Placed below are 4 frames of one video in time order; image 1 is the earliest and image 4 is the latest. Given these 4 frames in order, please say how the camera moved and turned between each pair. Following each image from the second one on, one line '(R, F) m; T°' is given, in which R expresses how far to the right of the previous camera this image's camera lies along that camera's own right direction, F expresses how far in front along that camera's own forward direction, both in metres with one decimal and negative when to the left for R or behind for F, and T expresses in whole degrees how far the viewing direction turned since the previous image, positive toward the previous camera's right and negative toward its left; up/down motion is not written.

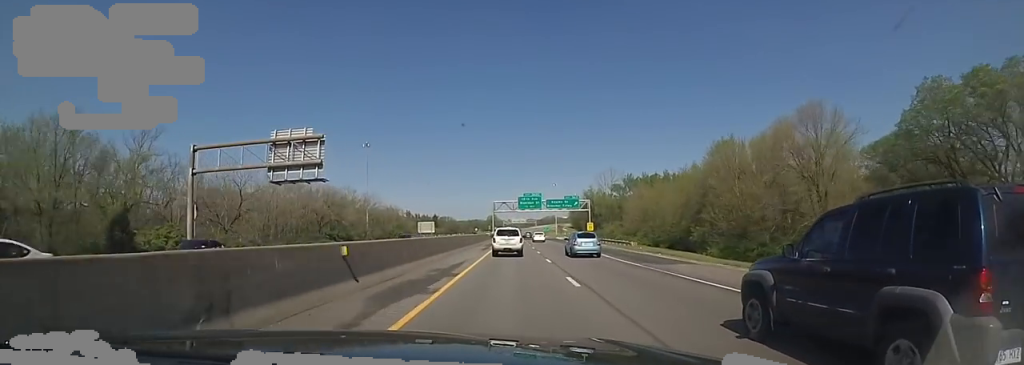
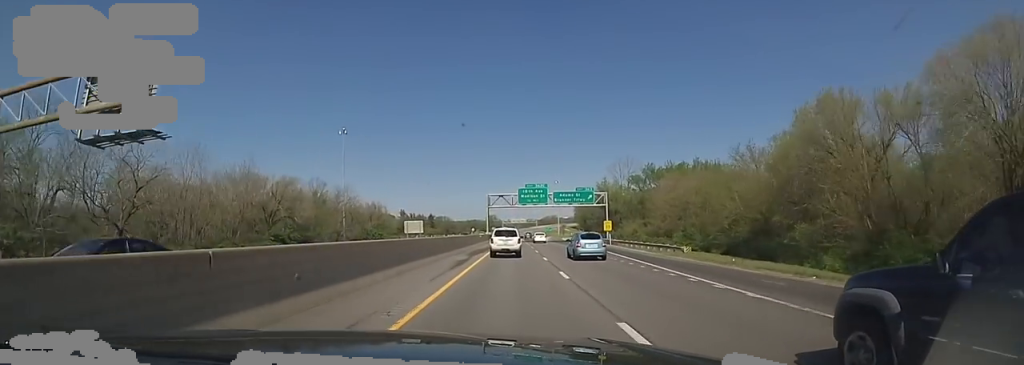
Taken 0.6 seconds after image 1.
(0.0, +17.1) m; 0°
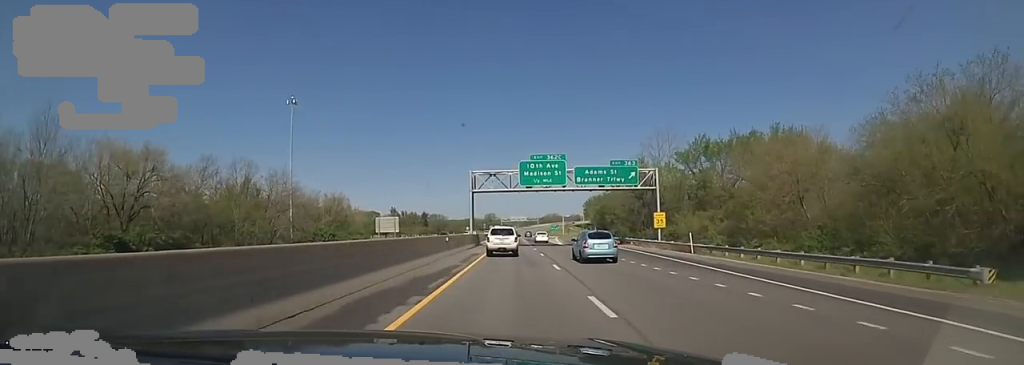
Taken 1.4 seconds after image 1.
(0.0, +26.2) m; 0°
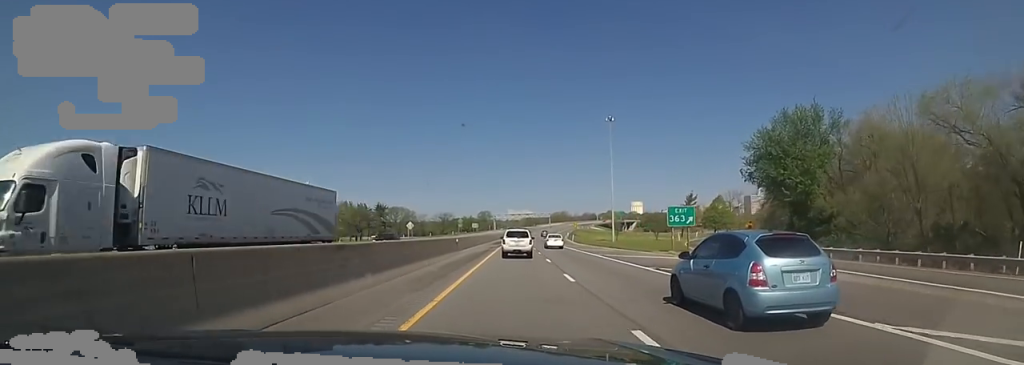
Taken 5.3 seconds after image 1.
(-0.1, +117.1) m; +1°
